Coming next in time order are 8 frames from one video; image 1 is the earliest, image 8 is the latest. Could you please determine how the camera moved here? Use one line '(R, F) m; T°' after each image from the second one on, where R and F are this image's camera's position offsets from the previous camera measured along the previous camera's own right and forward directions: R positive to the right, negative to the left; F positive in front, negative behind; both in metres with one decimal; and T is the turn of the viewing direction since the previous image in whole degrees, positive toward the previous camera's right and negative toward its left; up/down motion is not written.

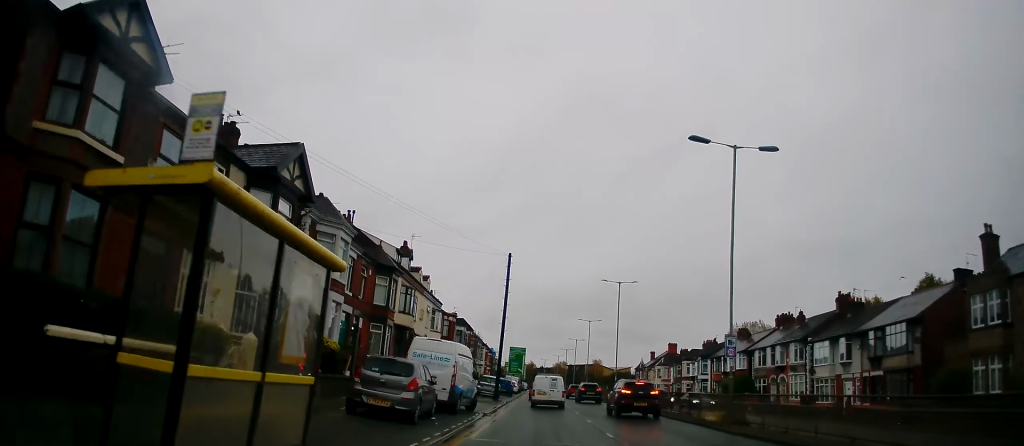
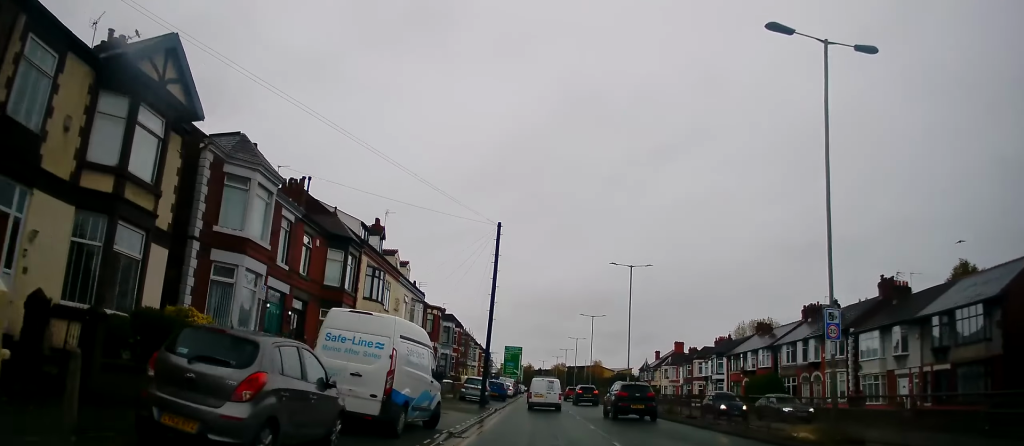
(0.0, +8.5) m; 0°
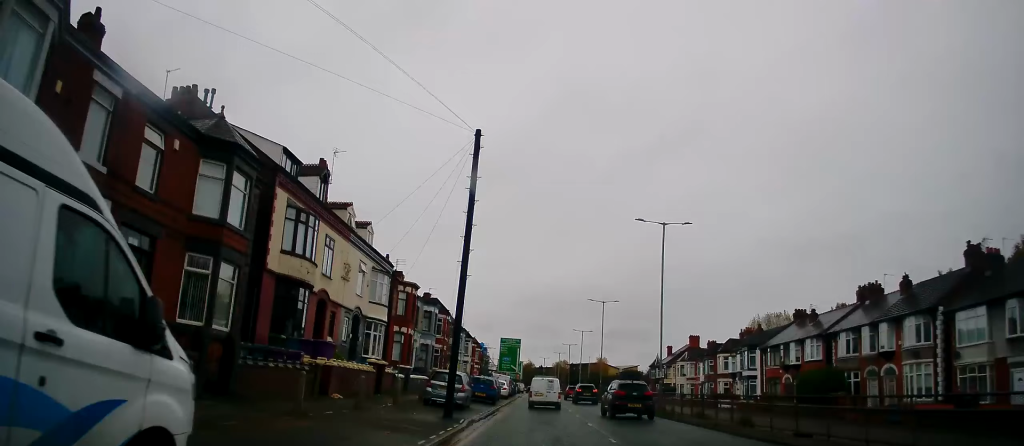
(0.0, +13.3) m; -3°
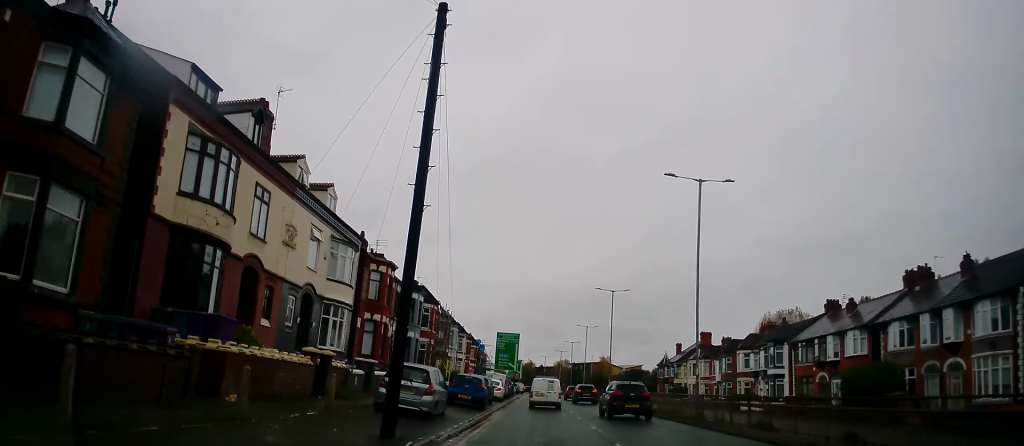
(-0.4, +5.9) m; +2°
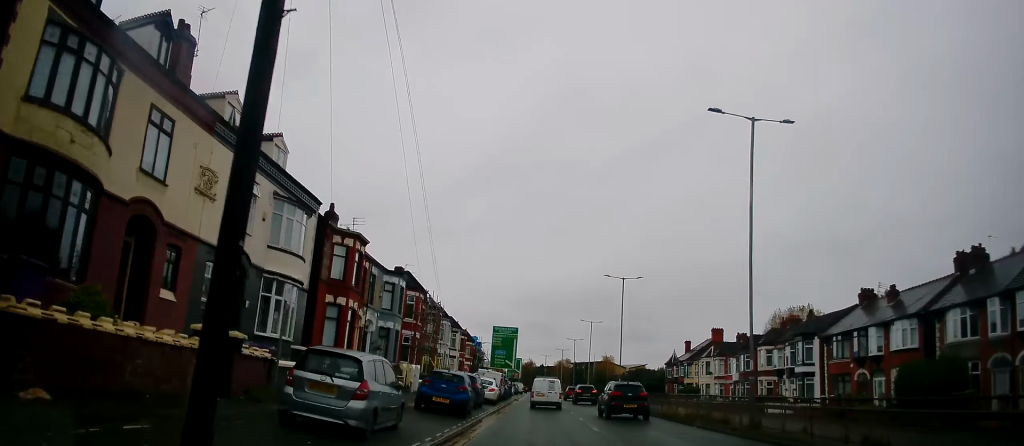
(-0.2, +5.7) m; +2°
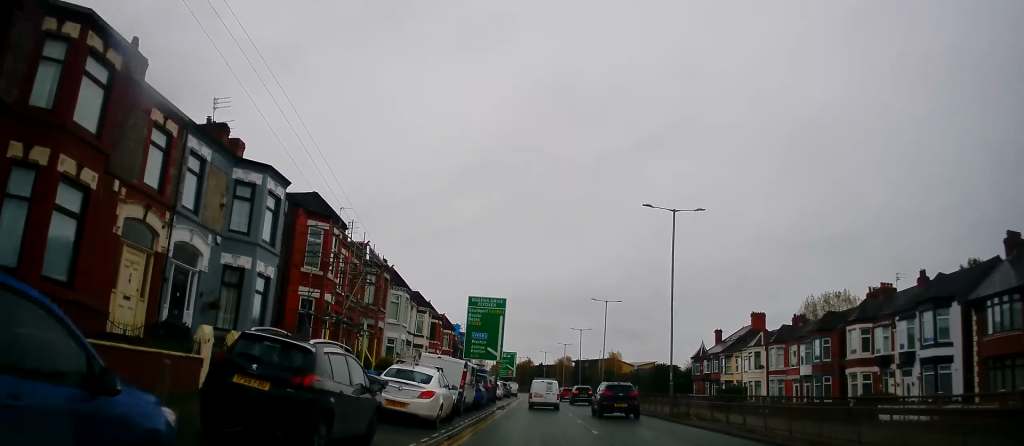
(+1.1, +22.4) m; 0°
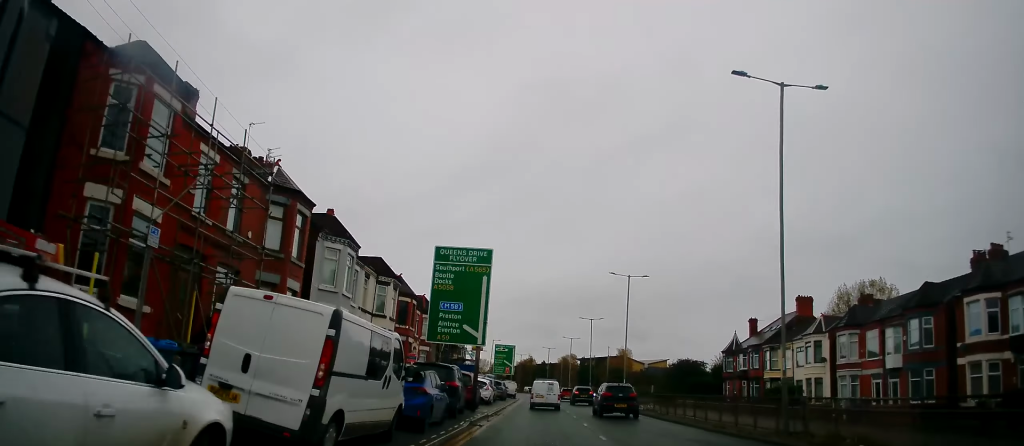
(-0.3, +14.4) m; -2°
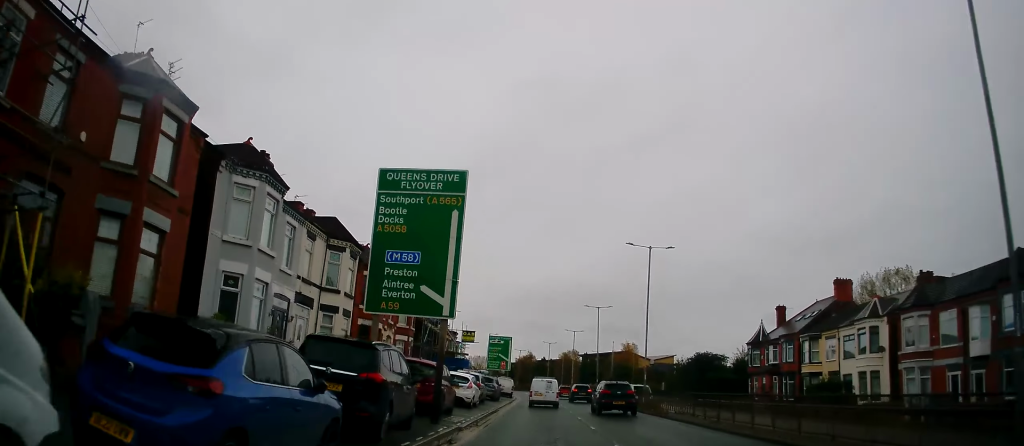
(0.0, +9.5) m; -1°
